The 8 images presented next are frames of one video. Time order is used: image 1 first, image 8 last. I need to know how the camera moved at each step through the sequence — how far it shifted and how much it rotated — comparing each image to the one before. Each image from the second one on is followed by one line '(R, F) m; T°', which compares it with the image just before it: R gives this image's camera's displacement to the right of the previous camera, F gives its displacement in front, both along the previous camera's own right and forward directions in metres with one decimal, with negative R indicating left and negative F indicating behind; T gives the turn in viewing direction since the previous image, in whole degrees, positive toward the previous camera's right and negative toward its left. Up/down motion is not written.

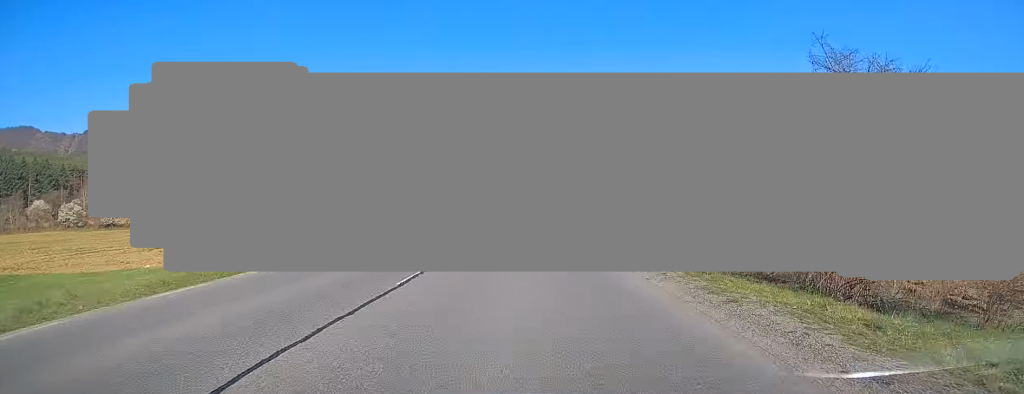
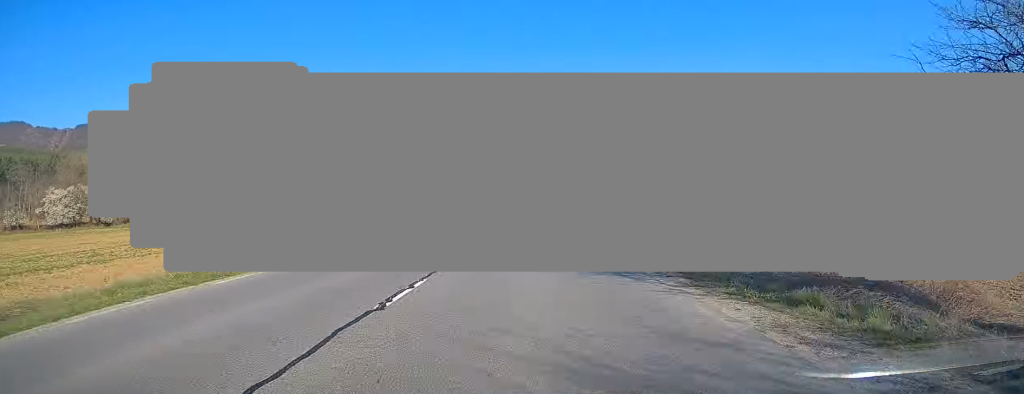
(+0.3, +38.6) m; 0°
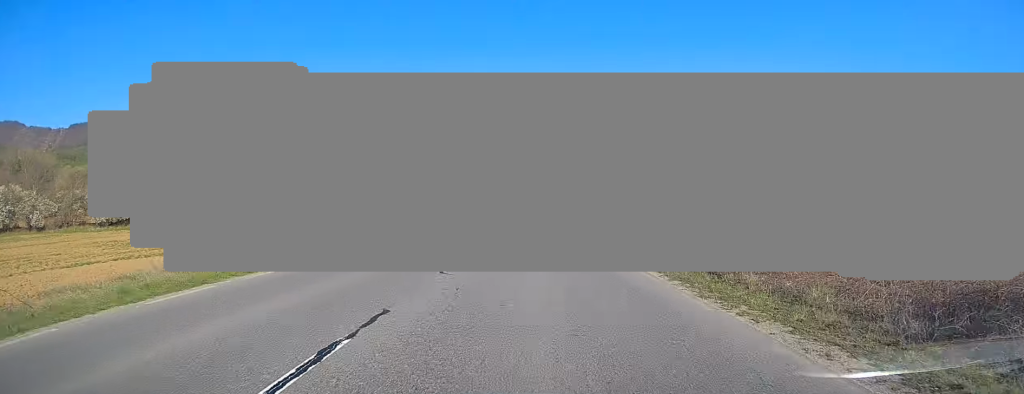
(-0.4, +22.4) m; 0°
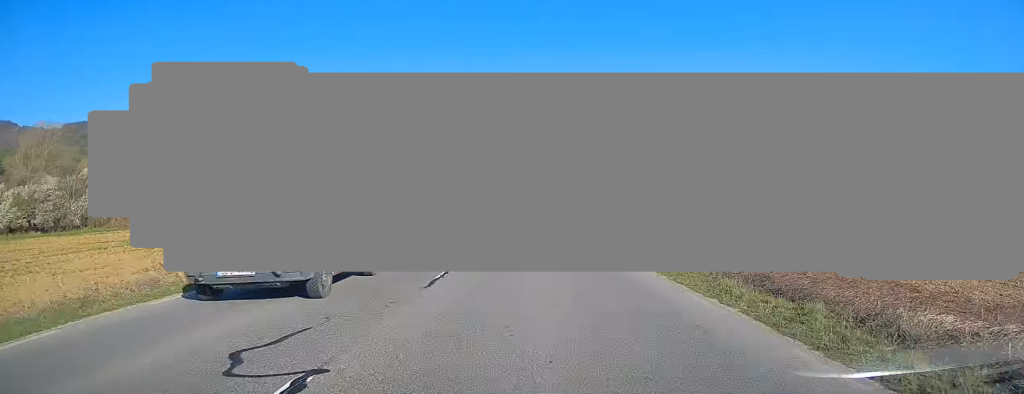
(+0.3, +28.2) m; 0°
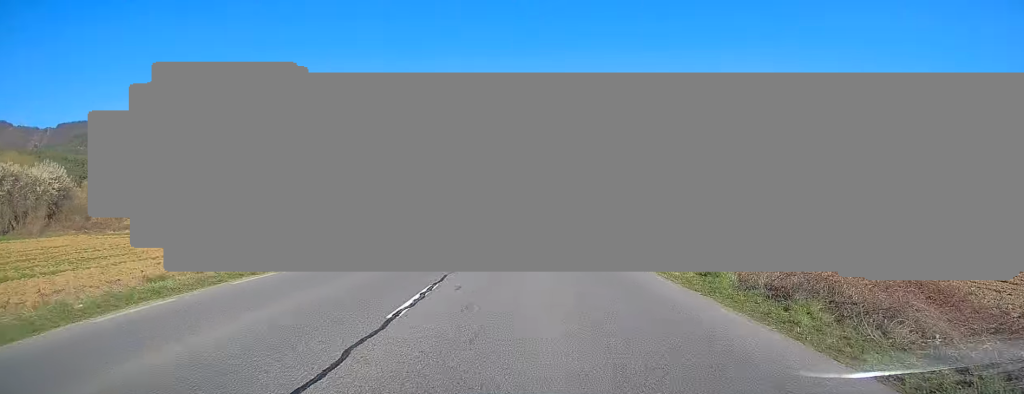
(0.0, +21.6) m; 0°
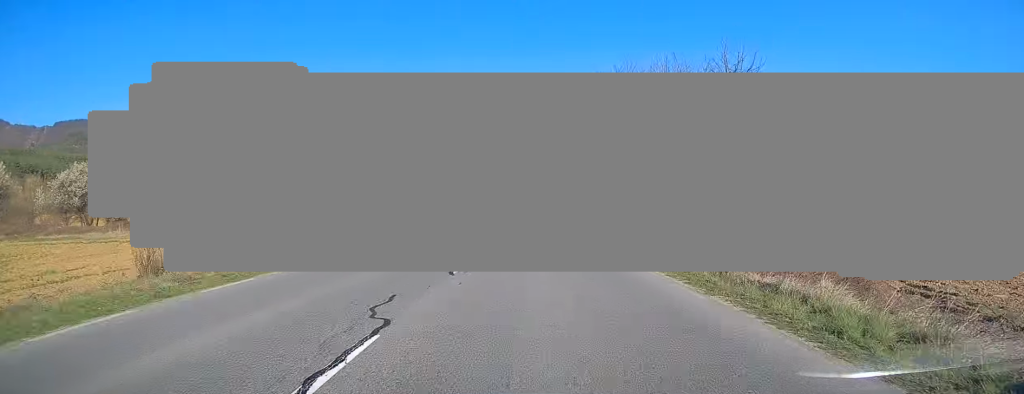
(0.0, +13.3) m; 0°
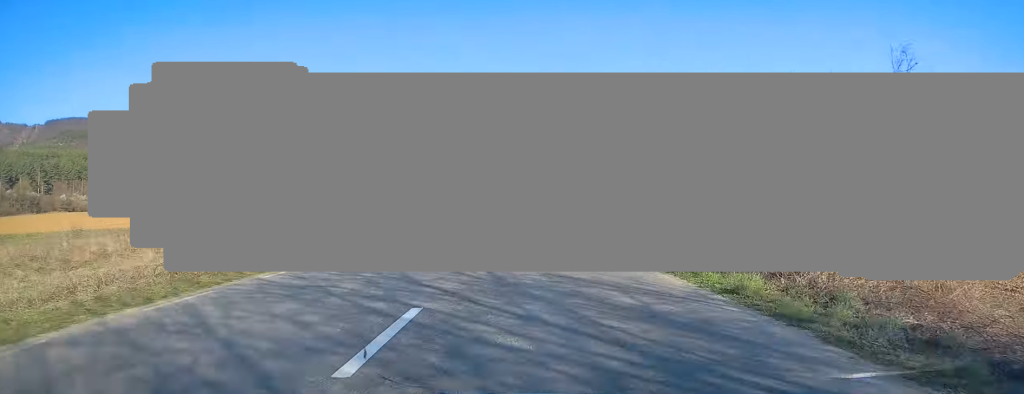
(-0.2, +33.9) m; 0°
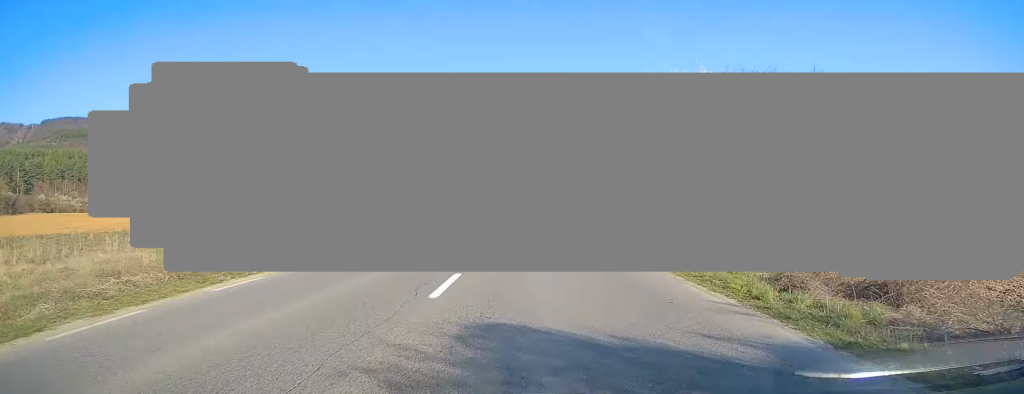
(+0.1, +14.1) m; 0°
